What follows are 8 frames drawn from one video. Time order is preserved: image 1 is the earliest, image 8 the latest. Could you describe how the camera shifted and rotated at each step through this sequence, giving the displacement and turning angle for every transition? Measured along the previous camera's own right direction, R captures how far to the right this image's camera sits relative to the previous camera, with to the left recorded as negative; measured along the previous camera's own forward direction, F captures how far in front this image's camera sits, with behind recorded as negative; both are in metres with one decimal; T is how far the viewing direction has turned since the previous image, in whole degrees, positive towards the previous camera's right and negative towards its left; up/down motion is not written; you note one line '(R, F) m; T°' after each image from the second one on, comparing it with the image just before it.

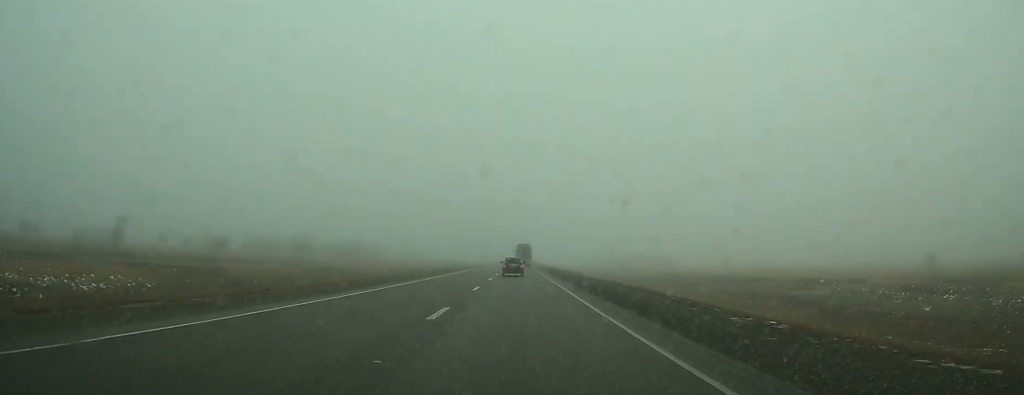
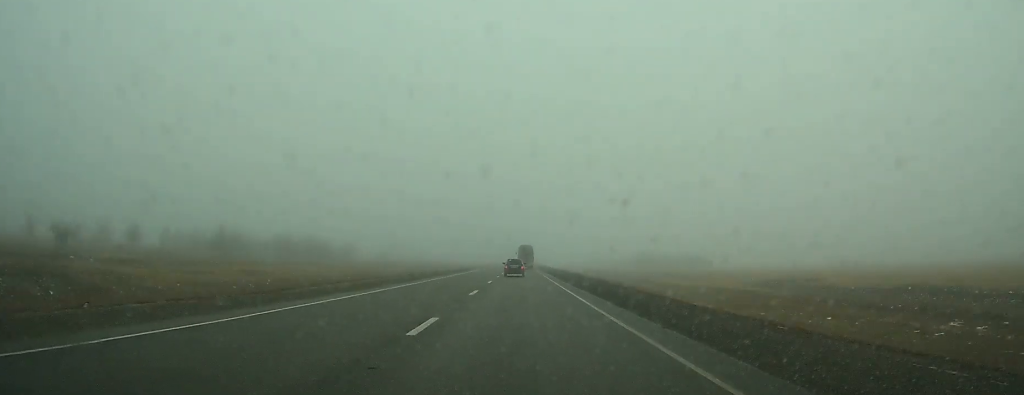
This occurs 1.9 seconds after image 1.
(0.0, +54.3) m; 0°
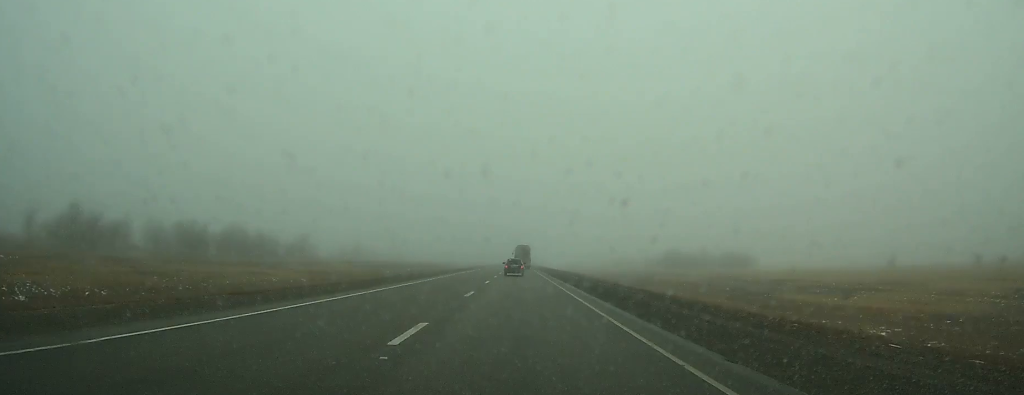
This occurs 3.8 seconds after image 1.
(0.0, +53.3) m; 0°
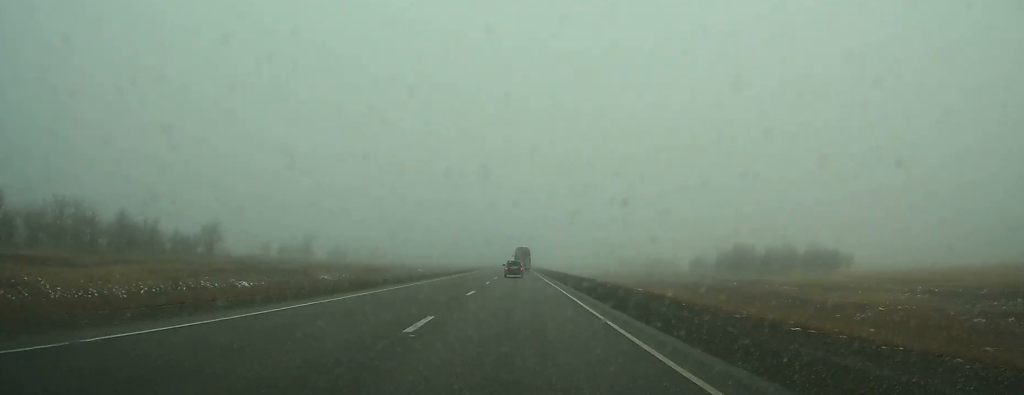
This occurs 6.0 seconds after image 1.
(-0.1, +59.3) m; 0°
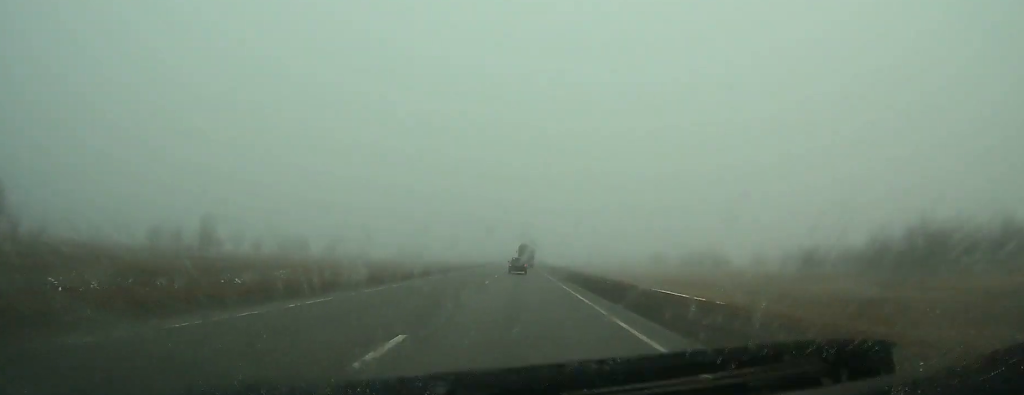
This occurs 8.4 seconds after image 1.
(-0.1, +62.1) m; 0°
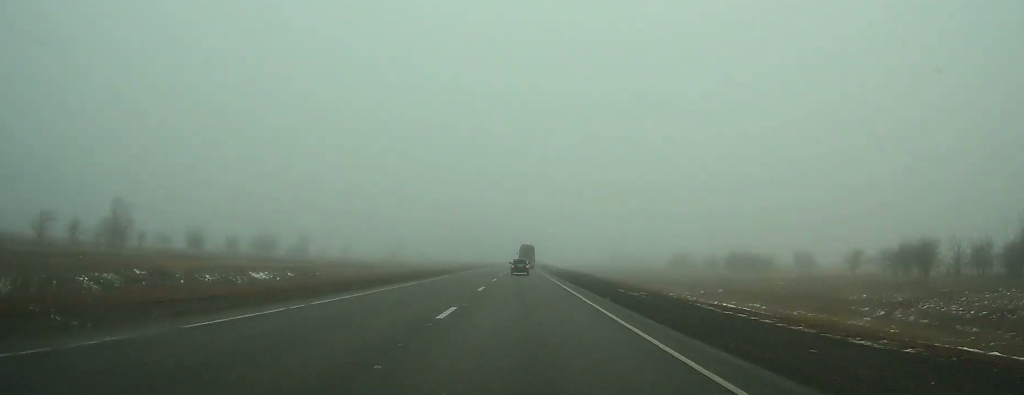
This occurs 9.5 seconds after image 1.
(0.0, +27.3) m; 0°
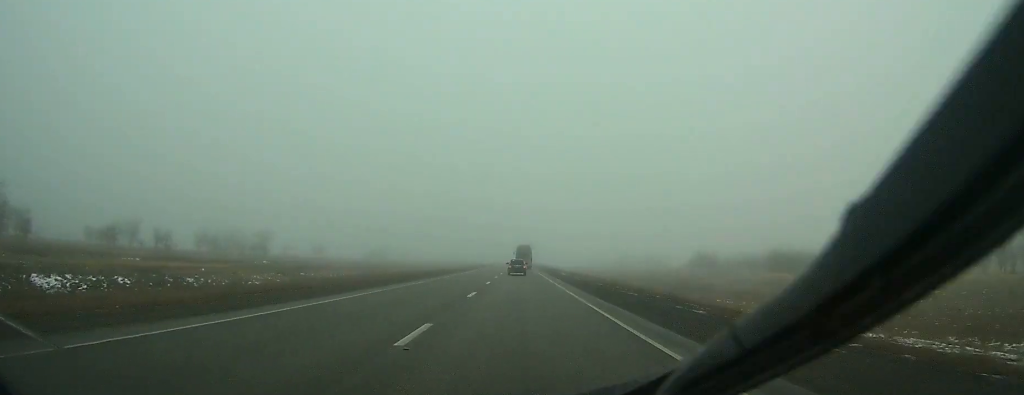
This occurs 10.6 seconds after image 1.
(0.0, +25.9) m; 0°
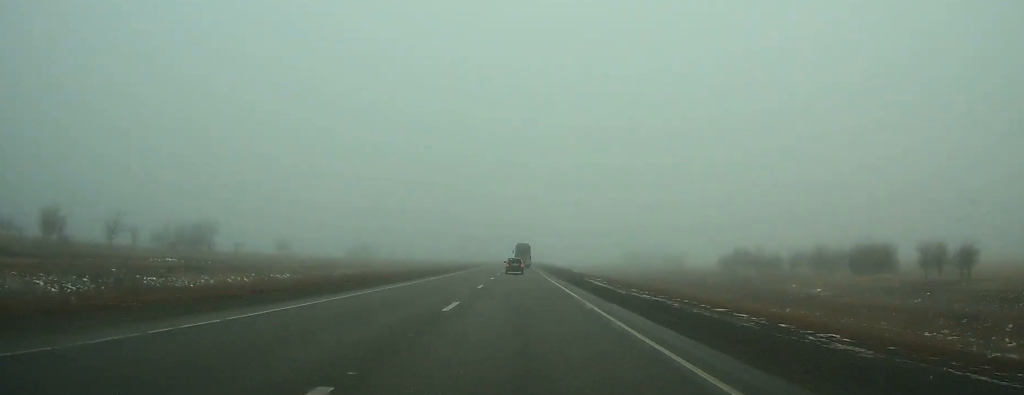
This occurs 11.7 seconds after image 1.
(+0.1, +27.6) m; 0°
